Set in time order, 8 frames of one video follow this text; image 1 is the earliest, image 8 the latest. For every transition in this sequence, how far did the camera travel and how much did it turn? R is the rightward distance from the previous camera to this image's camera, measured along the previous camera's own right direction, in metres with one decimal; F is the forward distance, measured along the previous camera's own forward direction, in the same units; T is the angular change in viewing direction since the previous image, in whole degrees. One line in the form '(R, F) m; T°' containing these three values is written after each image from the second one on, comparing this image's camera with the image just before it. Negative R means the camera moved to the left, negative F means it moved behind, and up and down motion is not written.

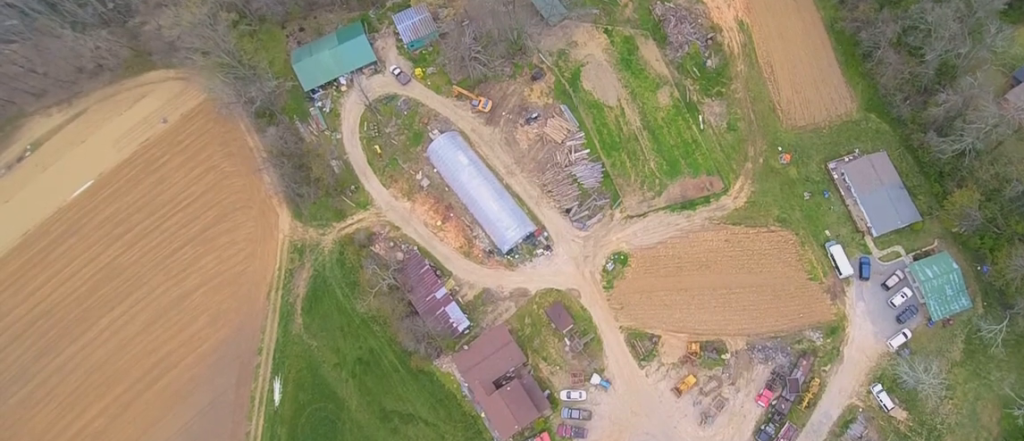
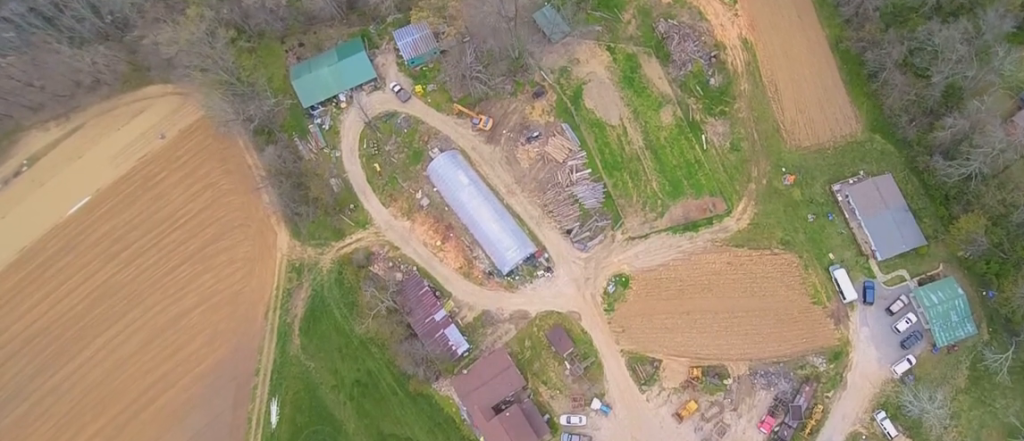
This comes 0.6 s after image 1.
(0.0, +4.5) m; 0°
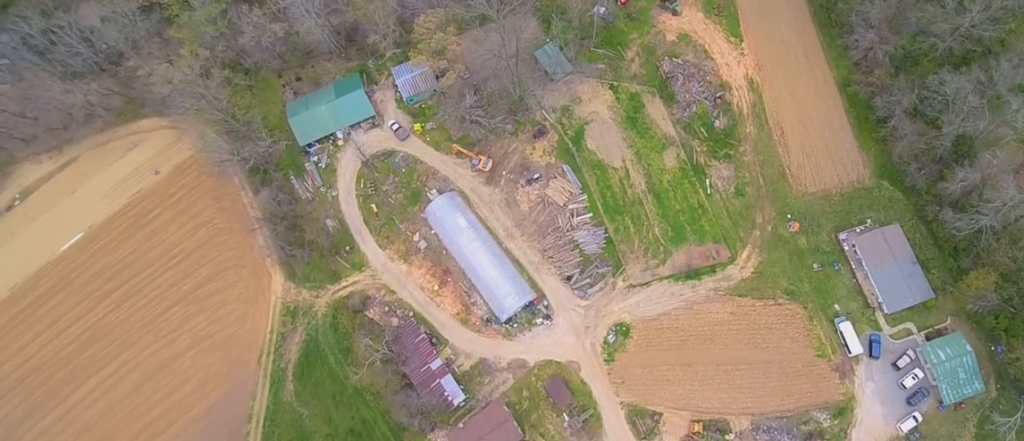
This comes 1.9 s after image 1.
(0.0, +9.6) m; 0°
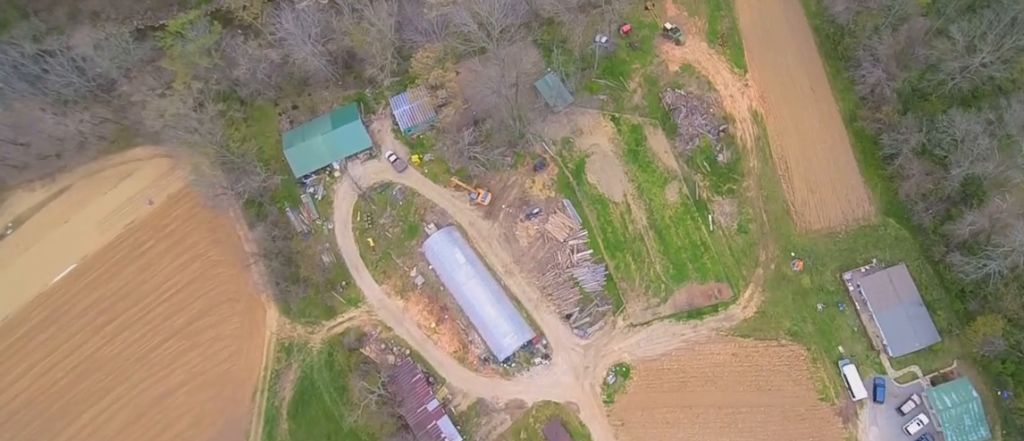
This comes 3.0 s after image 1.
(0.0, +8.4) m; 0°
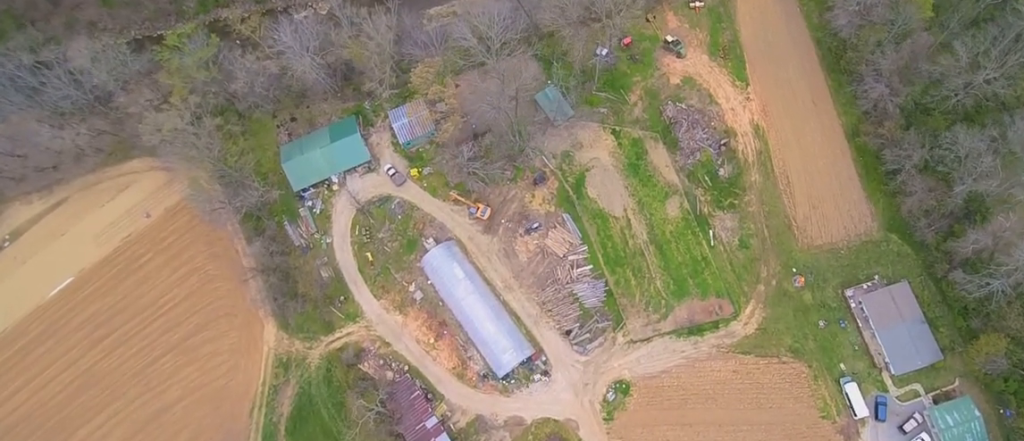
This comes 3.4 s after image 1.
(0.0, +3.3) m; 0°
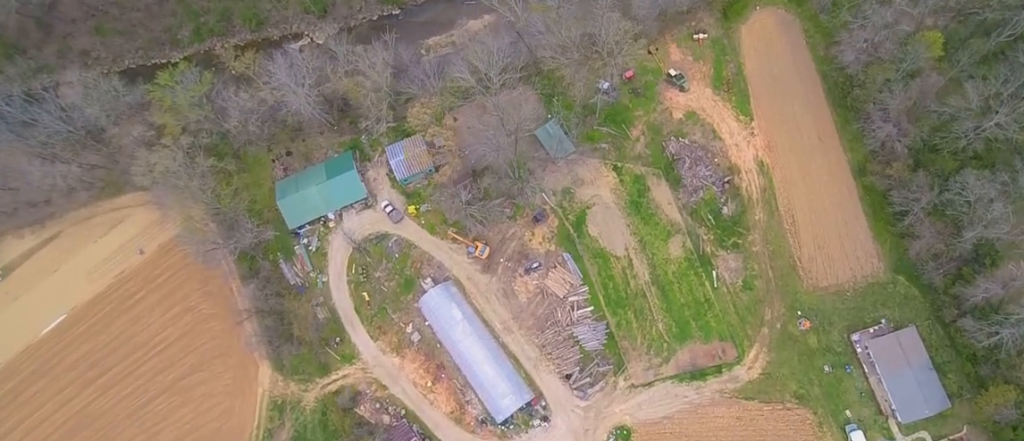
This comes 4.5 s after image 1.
(0.0, +6.2) m; -1°
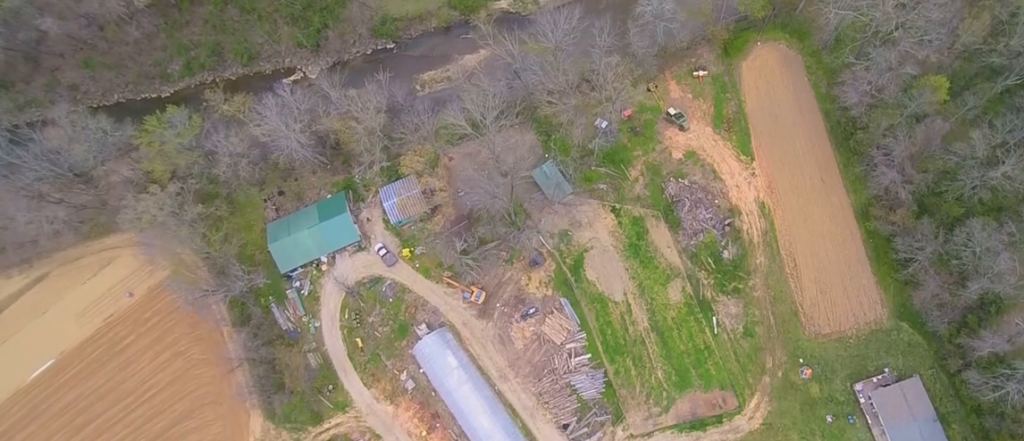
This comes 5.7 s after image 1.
(-0.1, +14.3) m; 0°
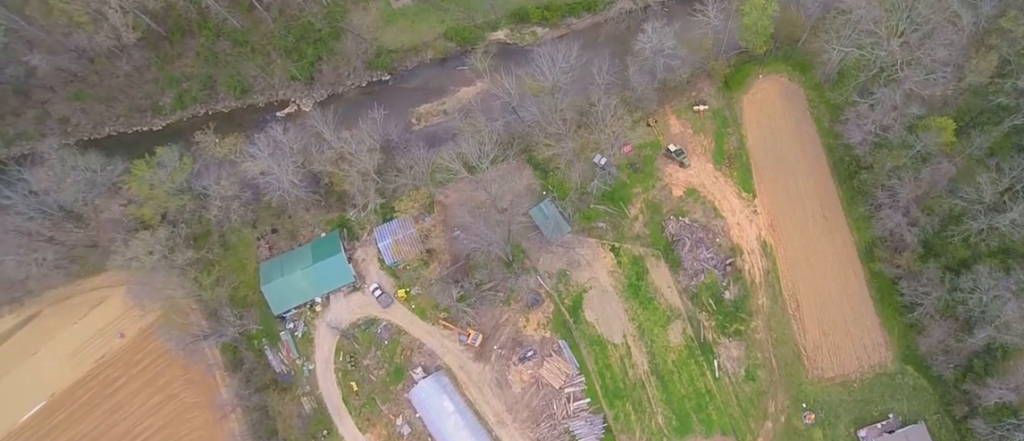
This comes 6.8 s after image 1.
(0.0, +8.6) m; +1°
